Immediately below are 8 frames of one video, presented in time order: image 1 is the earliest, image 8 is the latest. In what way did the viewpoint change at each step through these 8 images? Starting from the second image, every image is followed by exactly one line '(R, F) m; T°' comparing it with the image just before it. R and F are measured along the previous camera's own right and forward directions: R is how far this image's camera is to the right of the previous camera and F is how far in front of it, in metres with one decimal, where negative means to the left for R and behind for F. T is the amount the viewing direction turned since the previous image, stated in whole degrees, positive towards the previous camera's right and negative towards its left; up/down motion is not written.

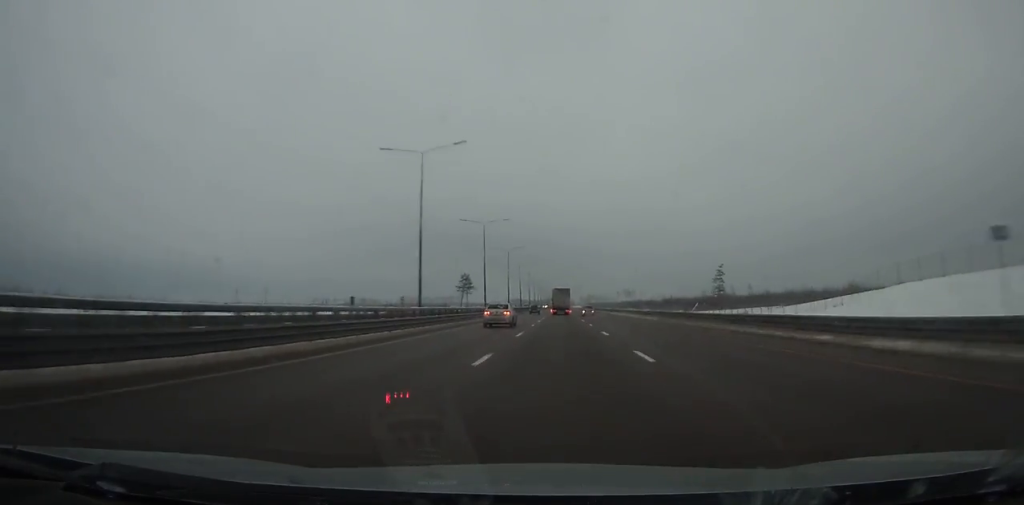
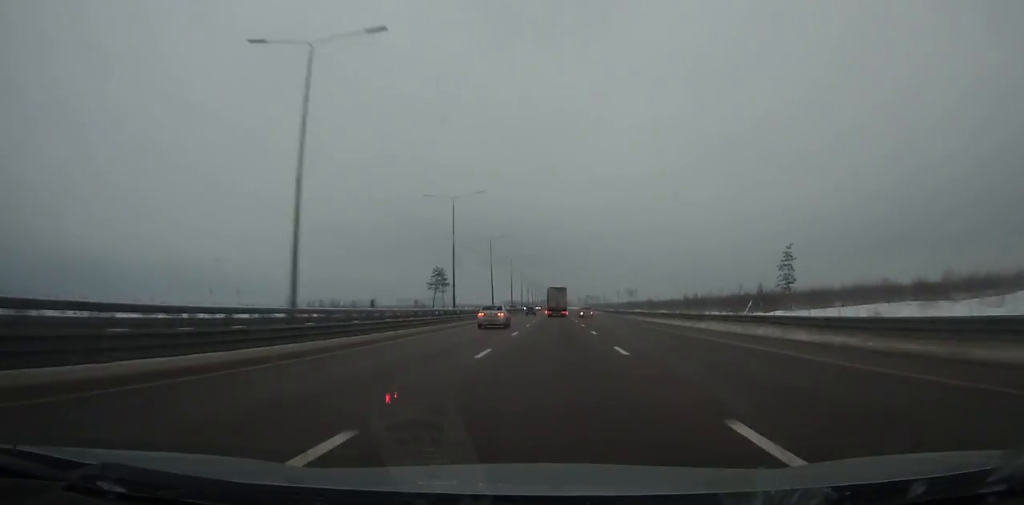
(+0.1, +45.7) m; 0°
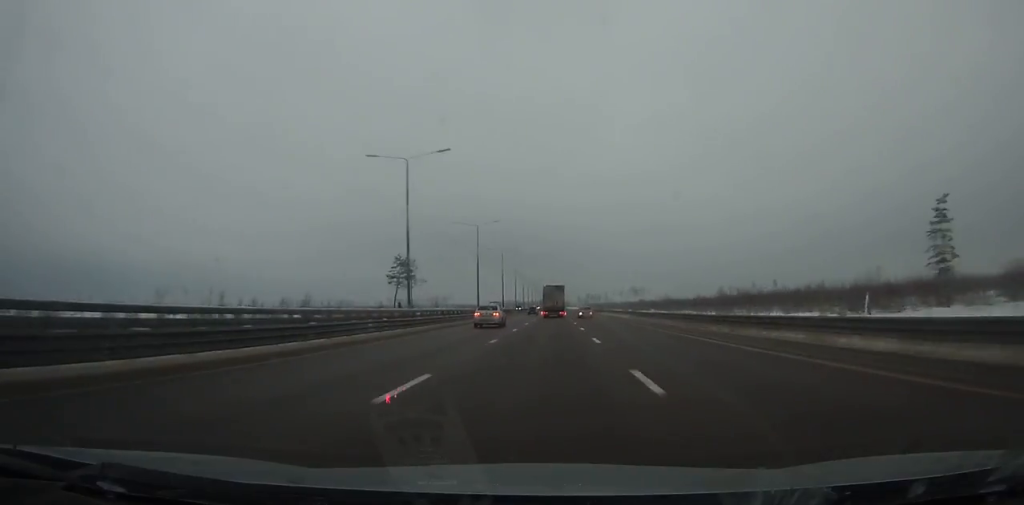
(0.0, +41.7) m; 0°
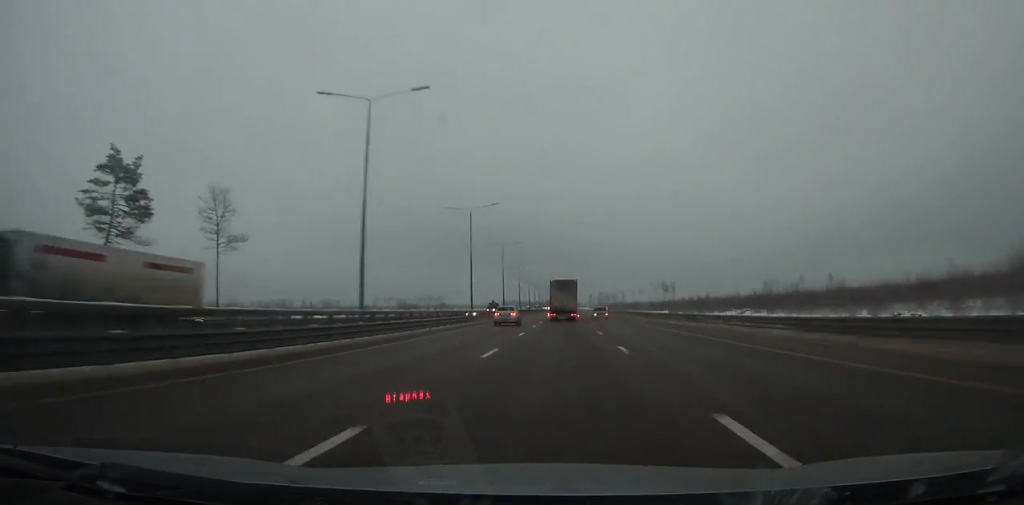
(-0.1, +102.0) m; 0°
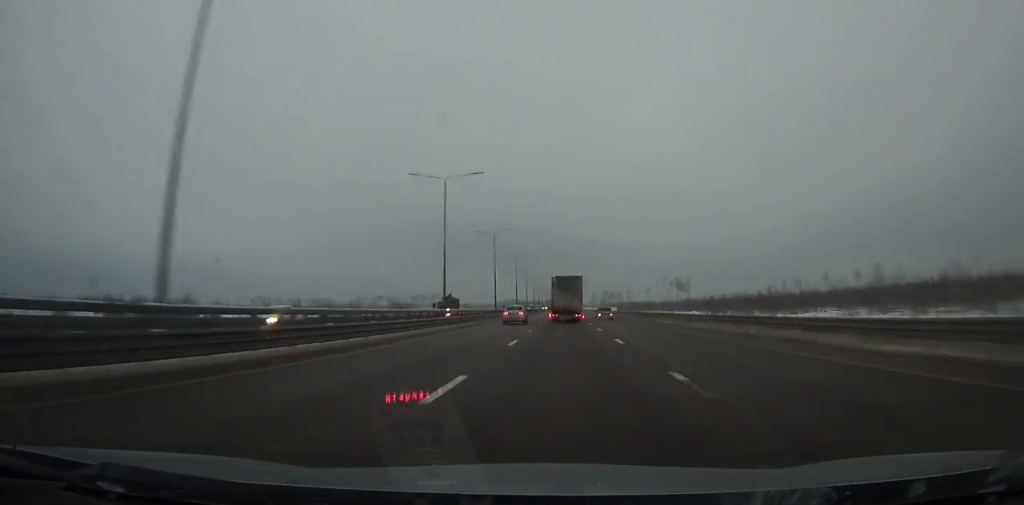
(0.0, +43.0) m; 0°
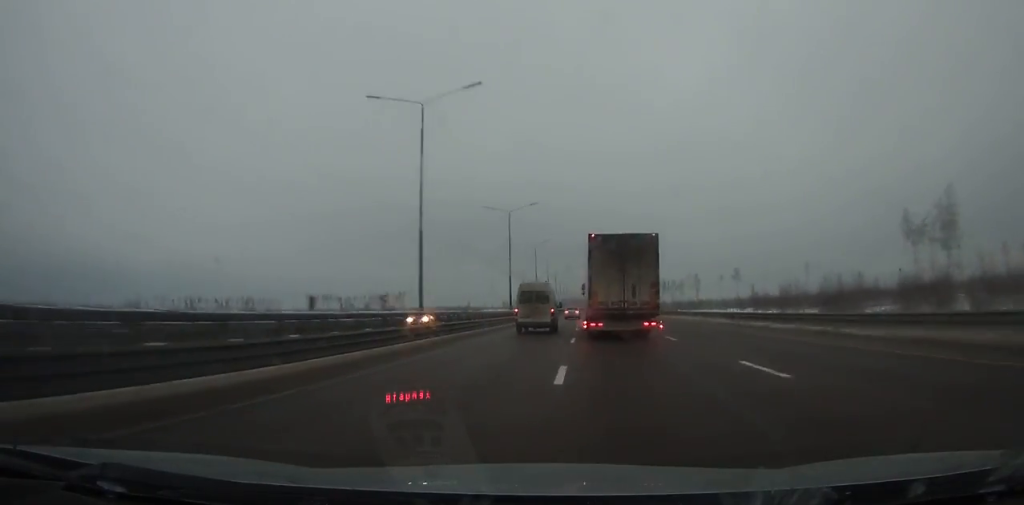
(-1.4, +227.6) m; -1°
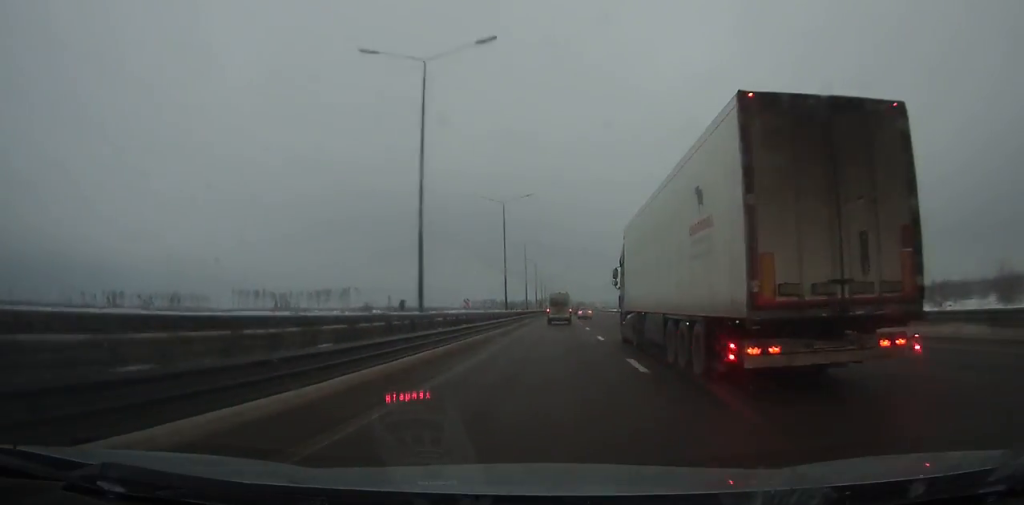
(+0.6, +93.6) m; +1°
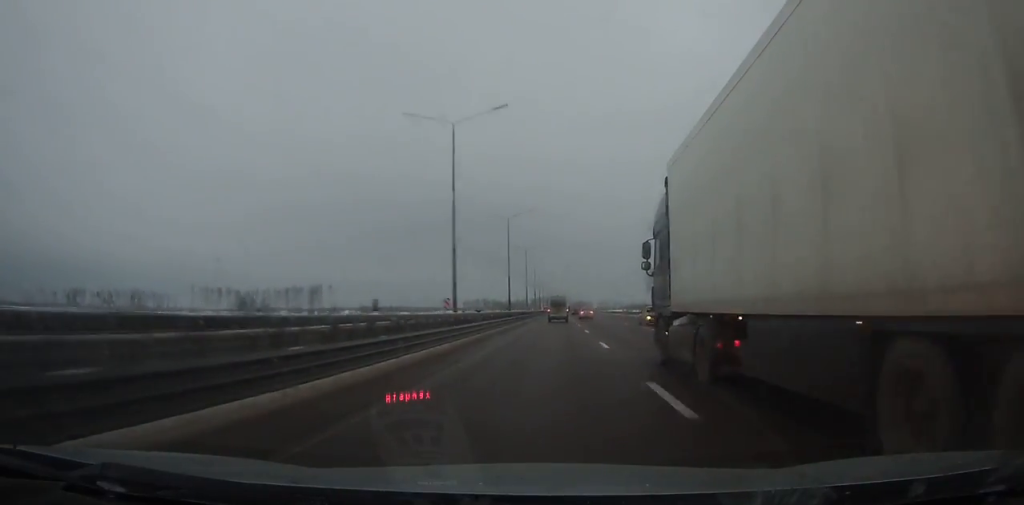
(+0.3, +51.7) m; 0°
